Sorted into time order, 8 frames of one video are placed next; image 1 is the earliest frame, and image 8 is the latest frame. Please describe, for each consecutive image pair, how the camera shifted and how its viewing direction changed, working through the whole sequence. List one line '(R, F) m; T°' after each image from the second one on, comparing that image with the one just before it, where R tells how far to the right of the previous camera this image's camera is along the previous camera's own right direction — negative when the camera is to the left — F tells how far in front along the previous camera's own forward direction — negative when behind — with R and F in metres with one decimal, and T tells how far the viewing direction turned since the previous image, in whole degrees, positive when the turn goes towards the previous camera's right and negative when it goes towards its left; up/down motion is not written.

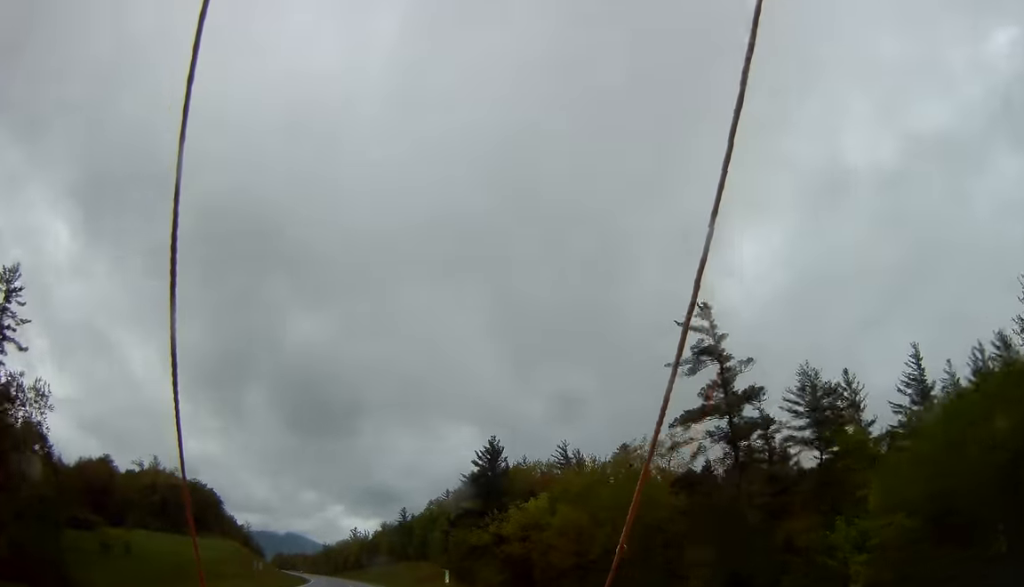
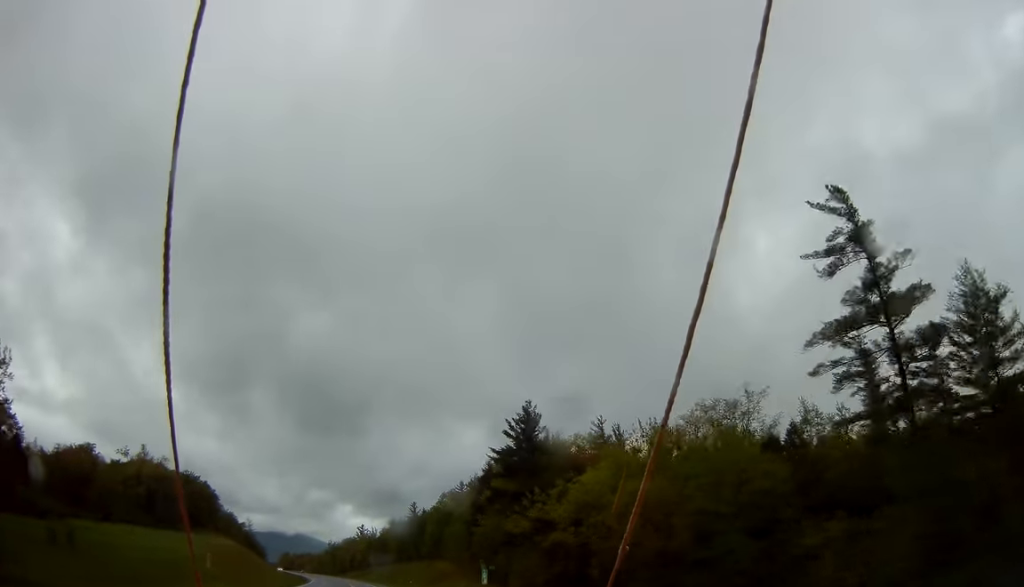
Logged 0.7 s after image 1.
(-0.1, +16.9) m; -1°
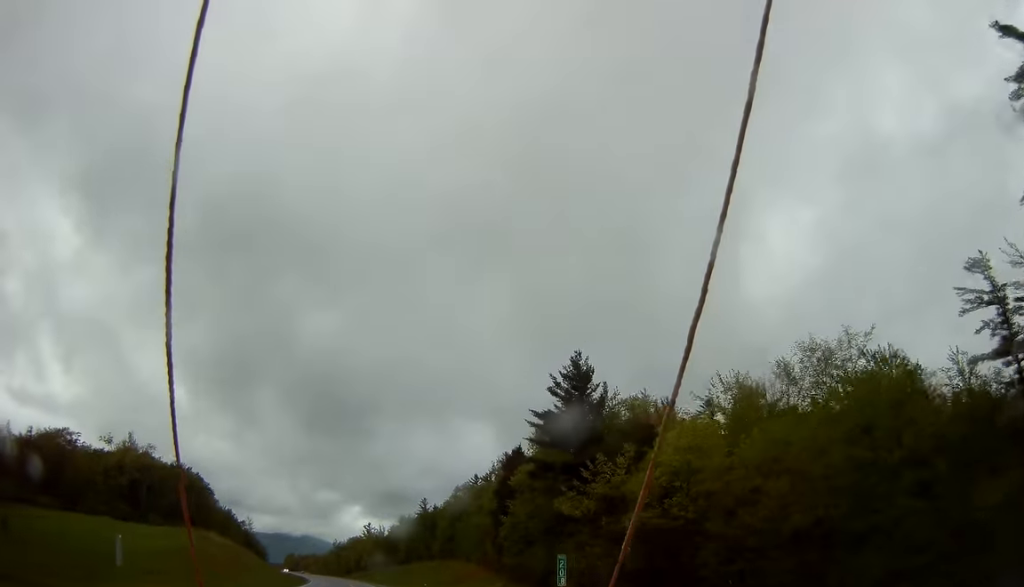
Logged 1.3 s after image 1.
(-0.2, +16.1) m; -1°
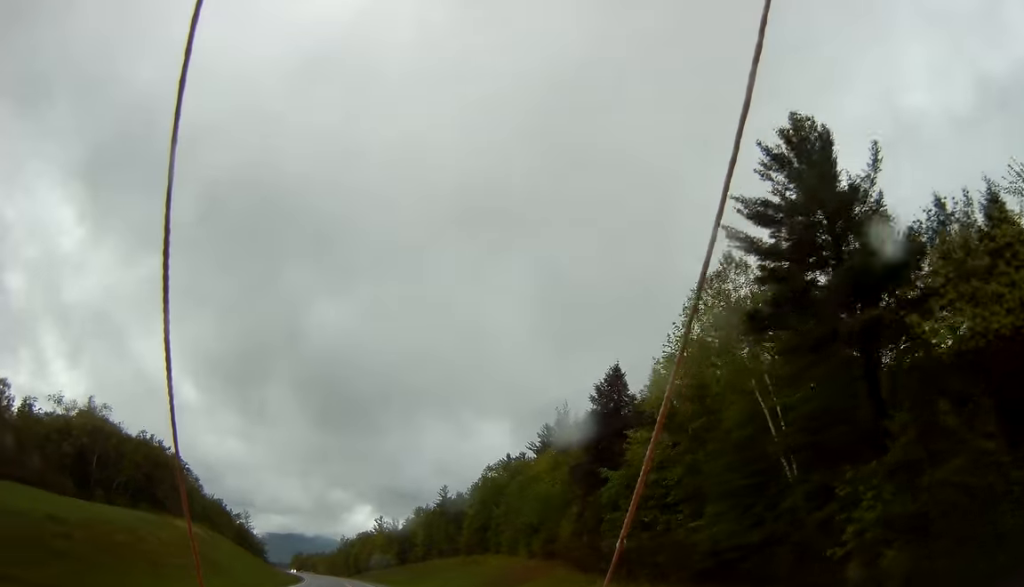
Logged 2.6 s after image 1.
(-0.2, +33.1) m; -1°
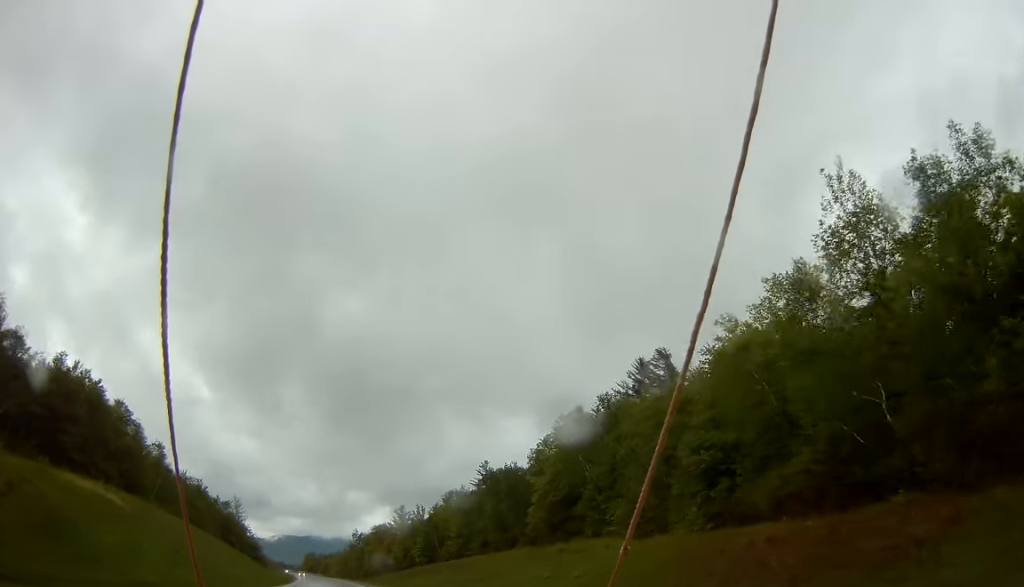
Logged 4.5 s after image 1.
(-1.2, +47.5) m; -2°
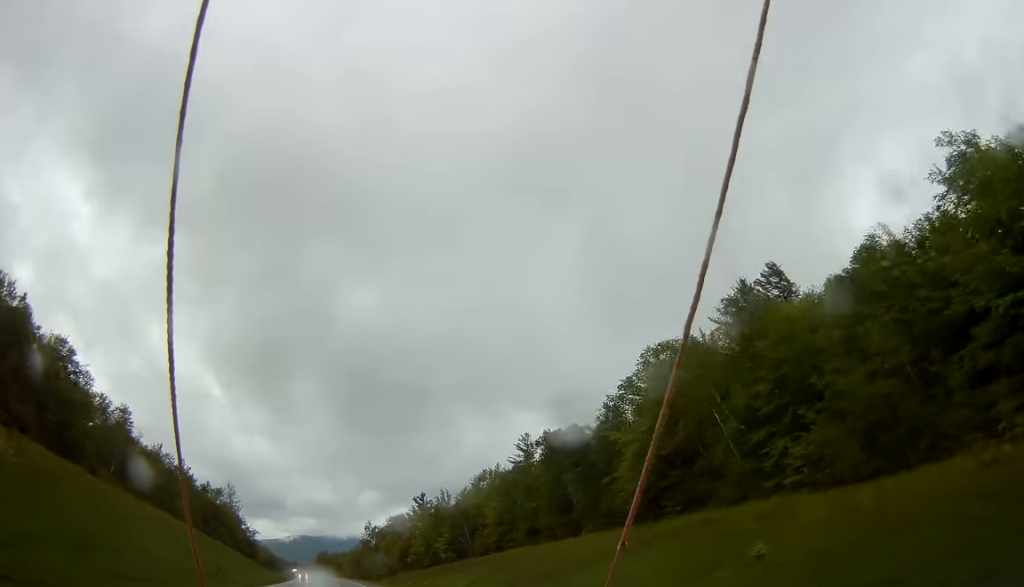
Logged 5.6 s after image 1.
(0.0, +29.9) m; -1°
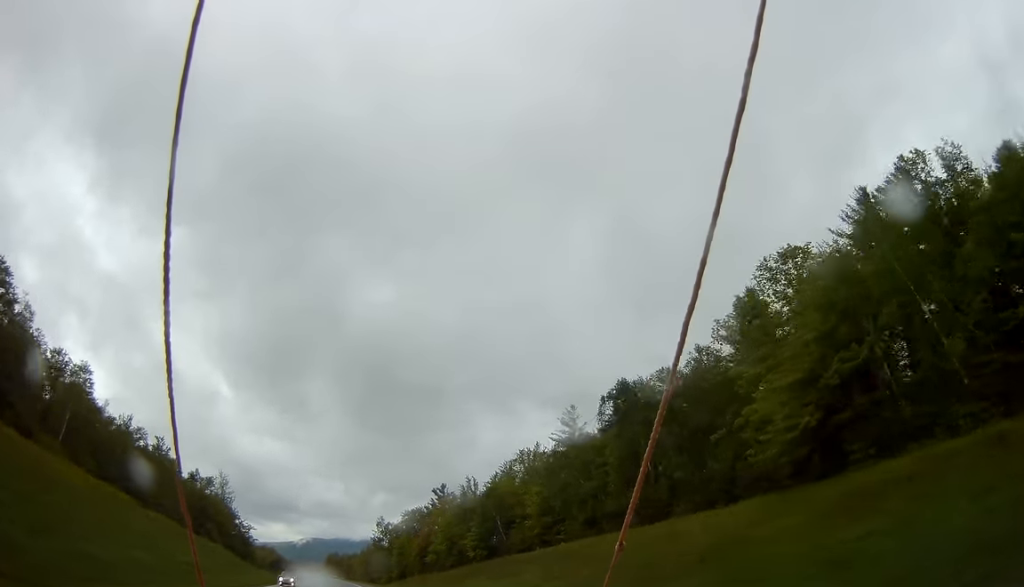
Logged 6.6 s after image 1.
(-0.2, +24.0) m; -1°
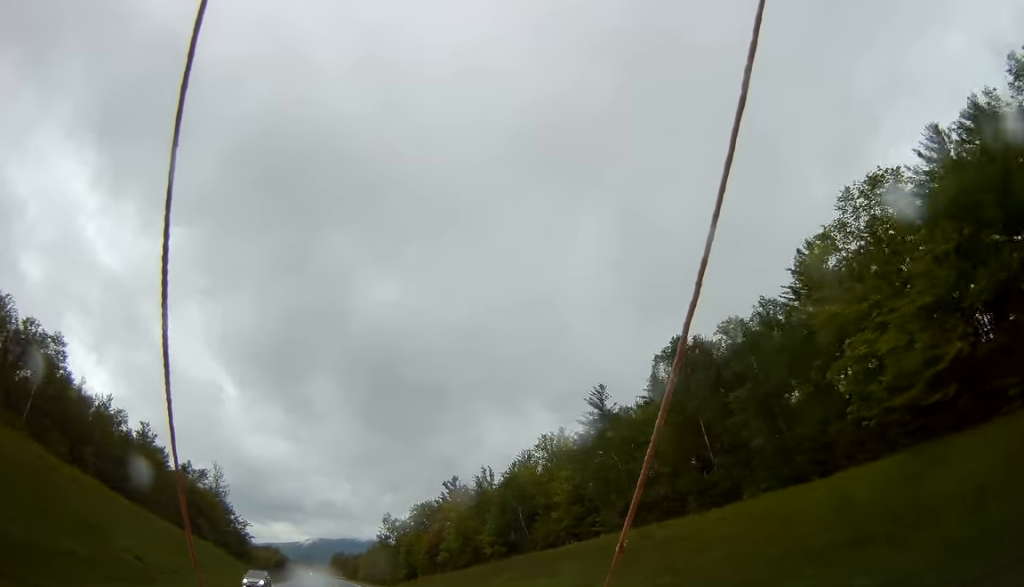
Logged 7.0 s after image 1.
(-0.1, +12.0) m; -1°
